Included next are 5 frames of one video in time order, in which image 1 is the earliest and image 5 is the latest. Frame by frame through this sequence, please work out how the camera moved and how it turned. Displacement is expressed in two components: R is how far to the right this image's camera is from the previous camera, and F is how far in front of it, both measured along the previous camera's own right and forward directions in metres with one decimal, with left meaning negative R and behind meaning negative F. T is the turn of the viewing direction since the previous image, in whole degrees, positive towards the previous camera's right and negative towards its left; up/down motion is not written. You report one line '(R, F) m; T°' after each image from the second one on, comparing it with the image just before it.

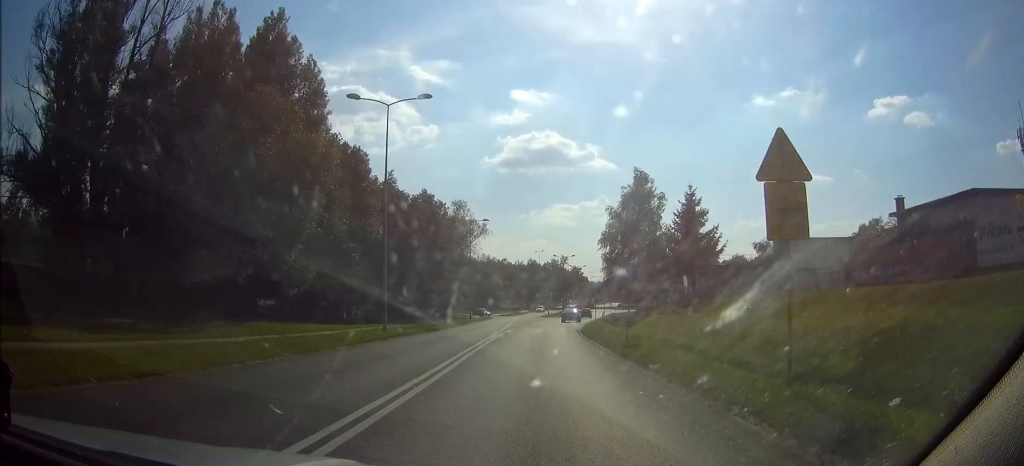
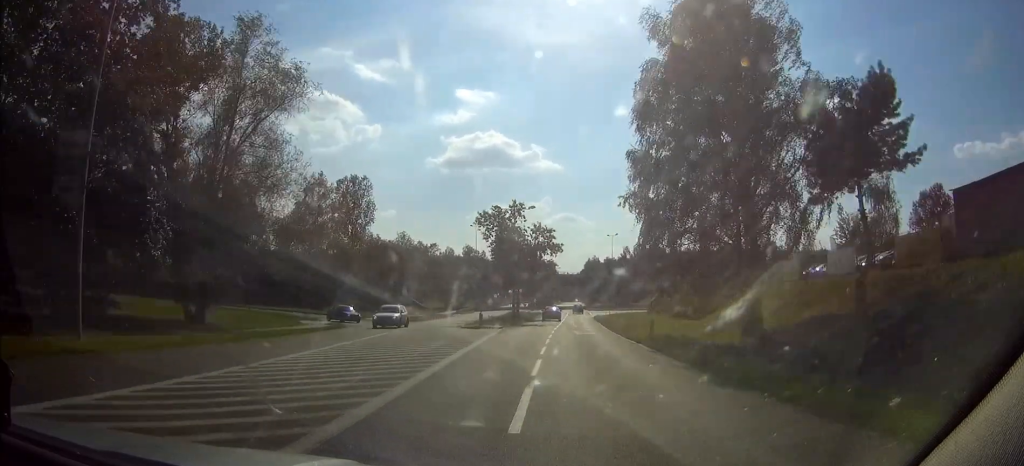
(+2.3, +63.0) m; +4°
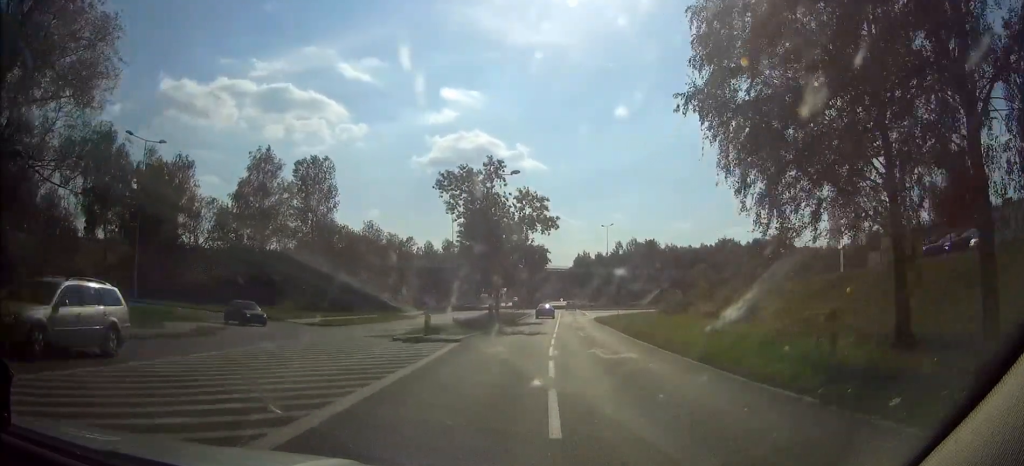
(+0.1, +18.0) m; +1°
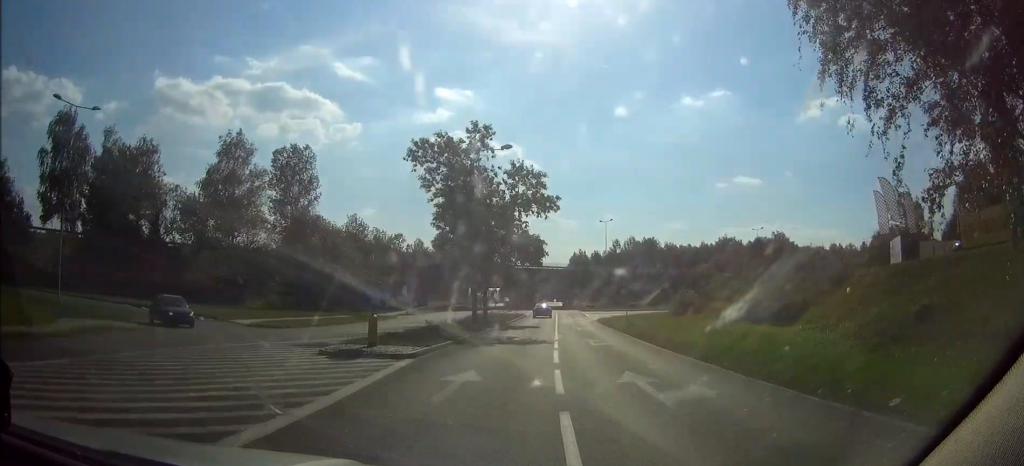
(0.0, +8.4) m; +1°
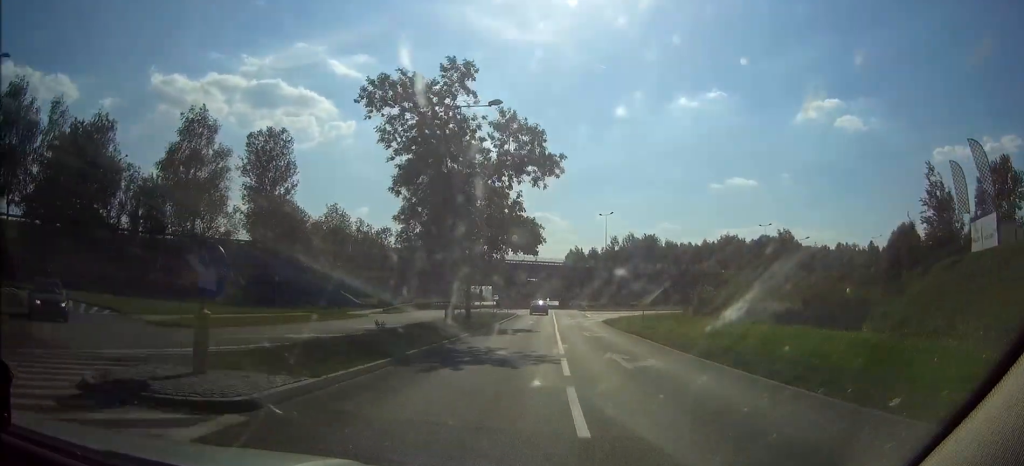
(+0.1, +9.5) m; 0°
